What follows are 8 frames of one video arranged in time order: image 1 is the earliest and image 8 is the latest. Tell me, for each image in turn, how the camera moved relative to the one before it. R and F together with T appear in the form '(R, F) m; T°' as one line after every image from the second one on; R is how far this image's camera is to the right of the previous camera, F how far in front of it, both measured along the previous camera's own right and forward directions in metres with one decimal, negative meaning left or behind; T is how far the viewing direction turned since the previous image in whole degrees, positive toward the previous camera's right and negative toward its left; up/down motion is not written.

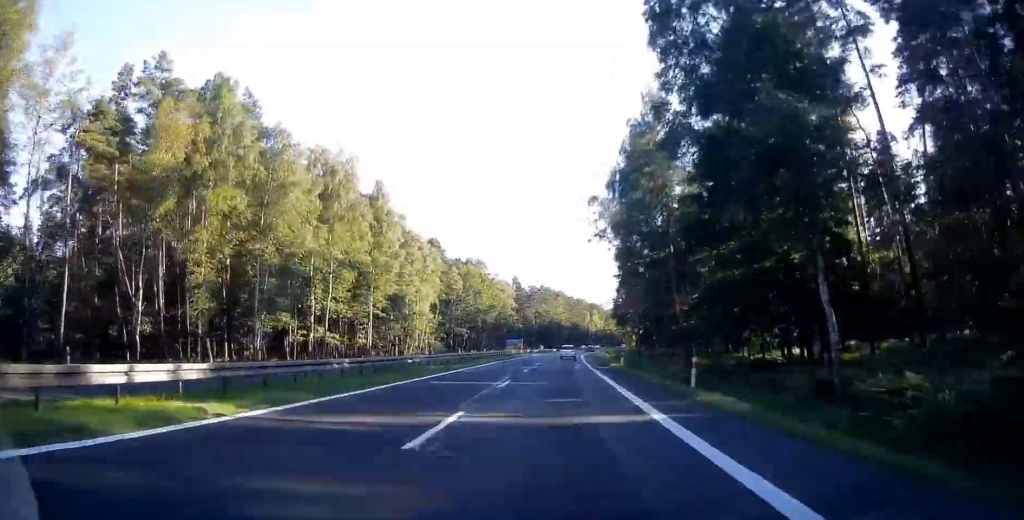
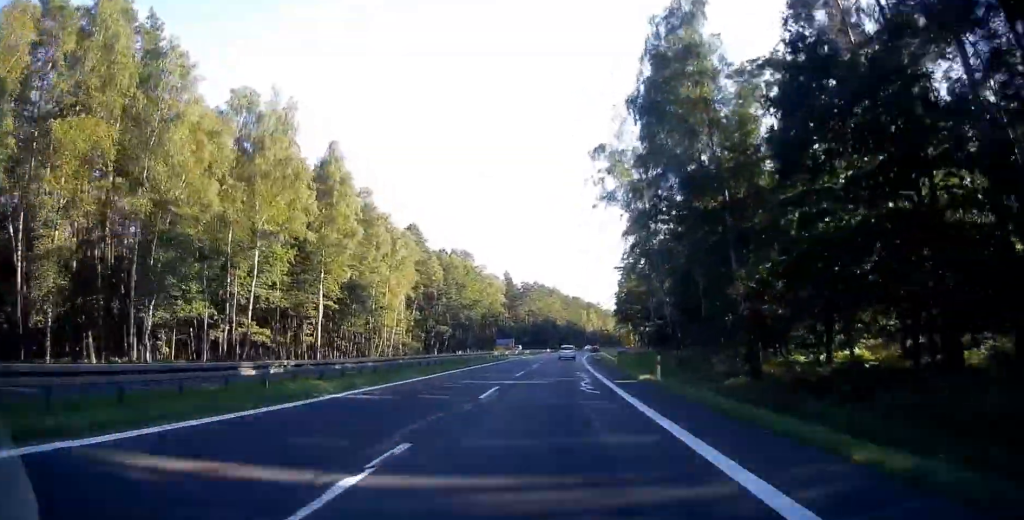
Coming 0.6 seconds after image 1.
(+0.1, +15.8) m; 0°
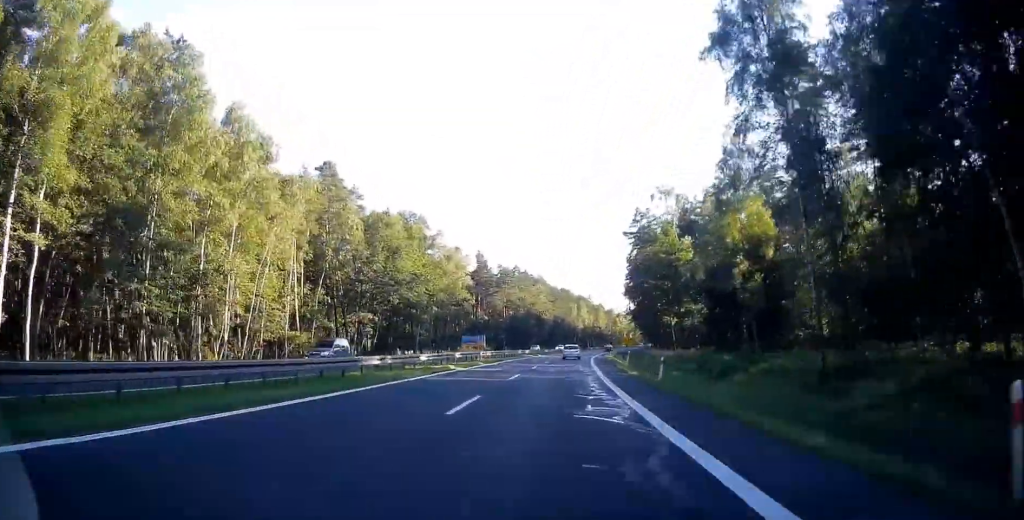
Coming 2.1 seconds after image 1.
(0.0, +39.9) m; +1°
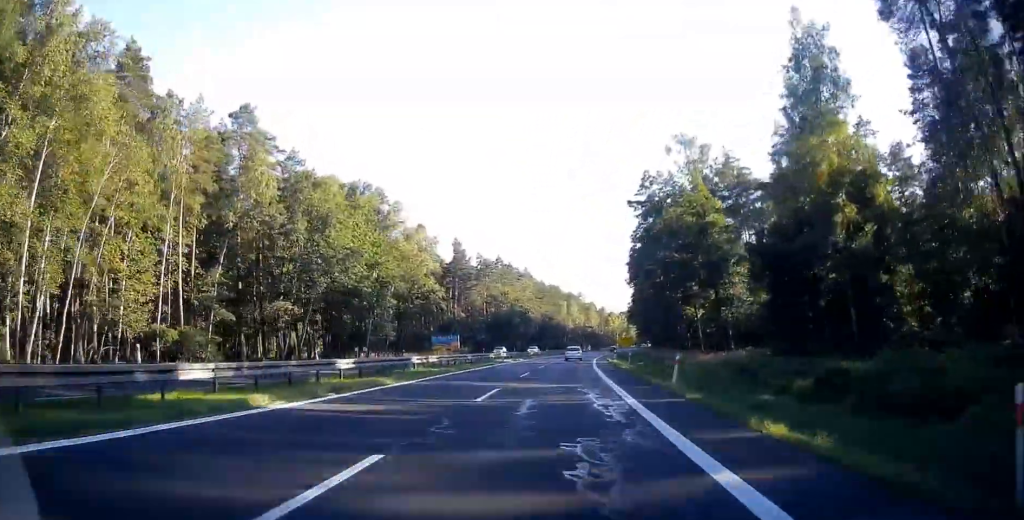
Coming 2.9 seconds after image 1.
(+0.3, +20.5) m; +2°
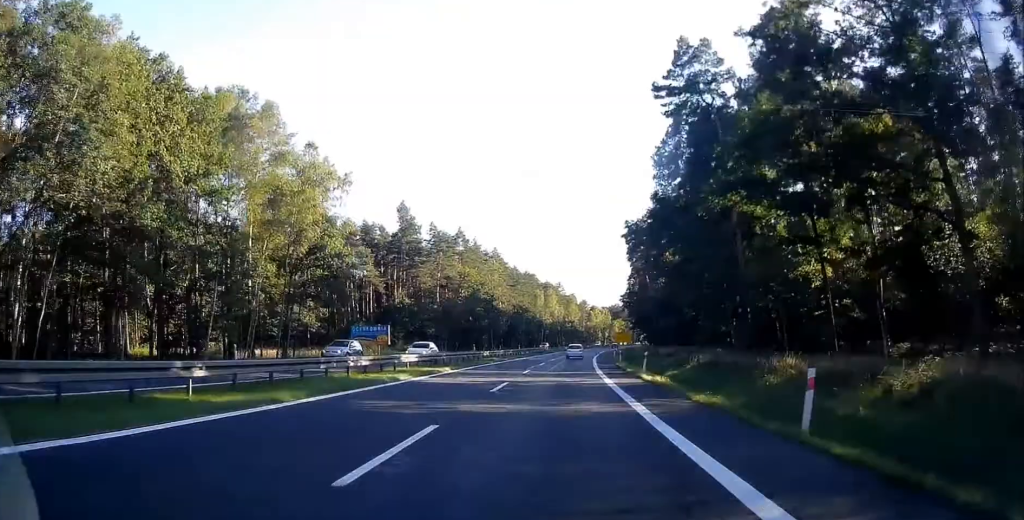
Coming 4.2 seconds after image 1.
(+0.6, +32.2) m; +3°
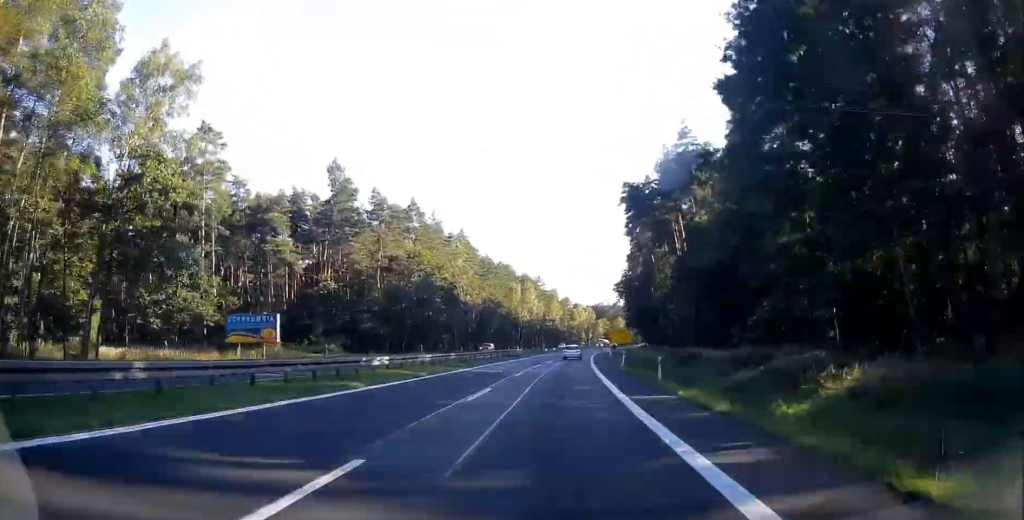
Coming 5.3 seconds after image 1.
(+0.4, +26.8) m; +1°
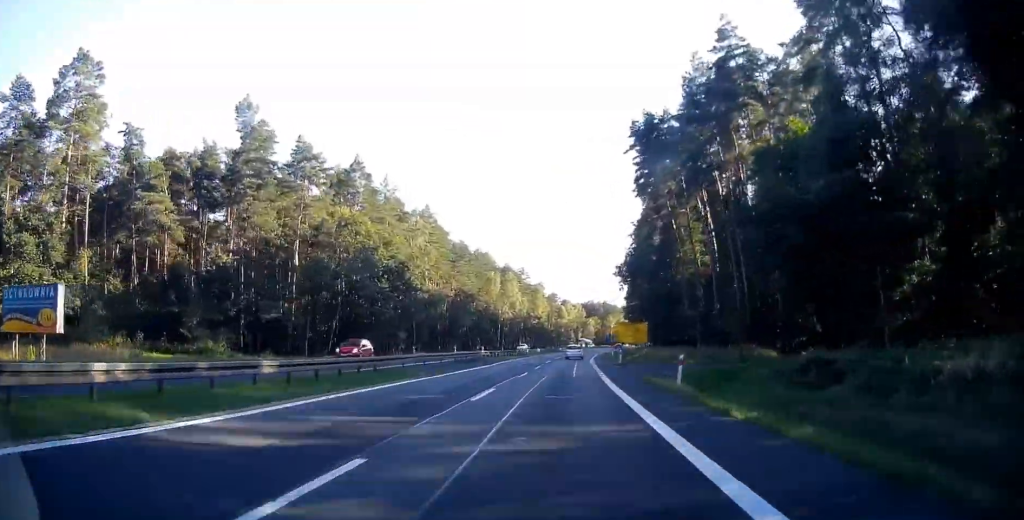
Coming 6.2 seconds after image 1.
(0.0, +24.2) m; +1°
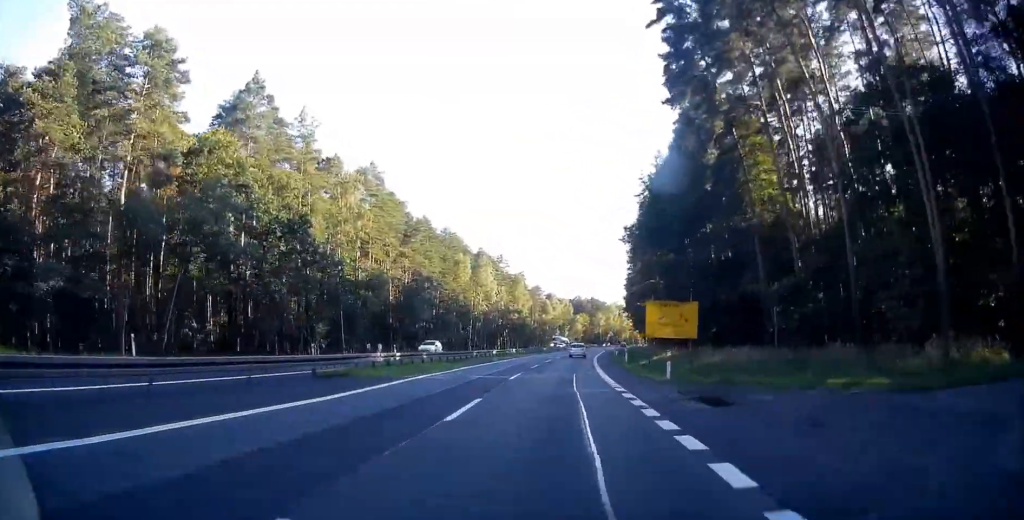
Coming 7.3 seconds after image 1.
(+0.6, +26.5) m; +1°
